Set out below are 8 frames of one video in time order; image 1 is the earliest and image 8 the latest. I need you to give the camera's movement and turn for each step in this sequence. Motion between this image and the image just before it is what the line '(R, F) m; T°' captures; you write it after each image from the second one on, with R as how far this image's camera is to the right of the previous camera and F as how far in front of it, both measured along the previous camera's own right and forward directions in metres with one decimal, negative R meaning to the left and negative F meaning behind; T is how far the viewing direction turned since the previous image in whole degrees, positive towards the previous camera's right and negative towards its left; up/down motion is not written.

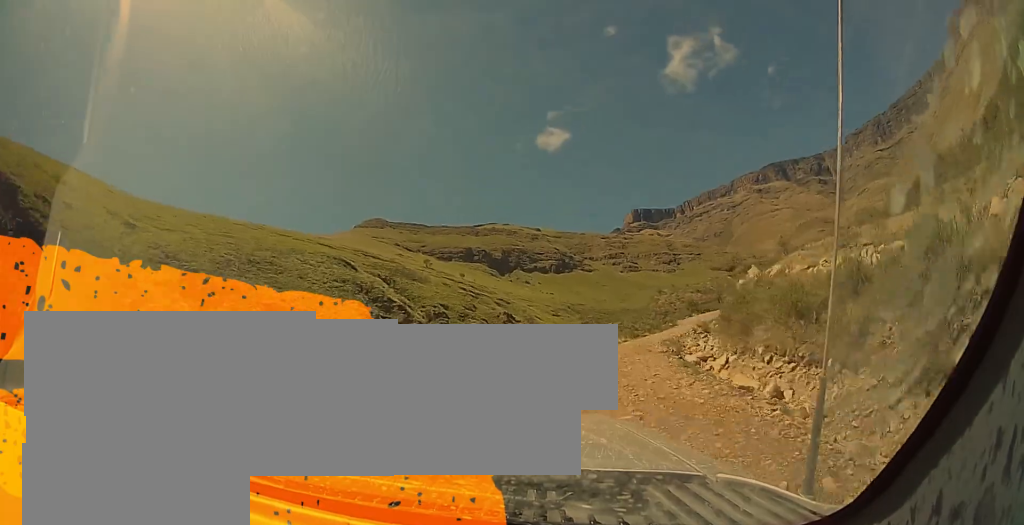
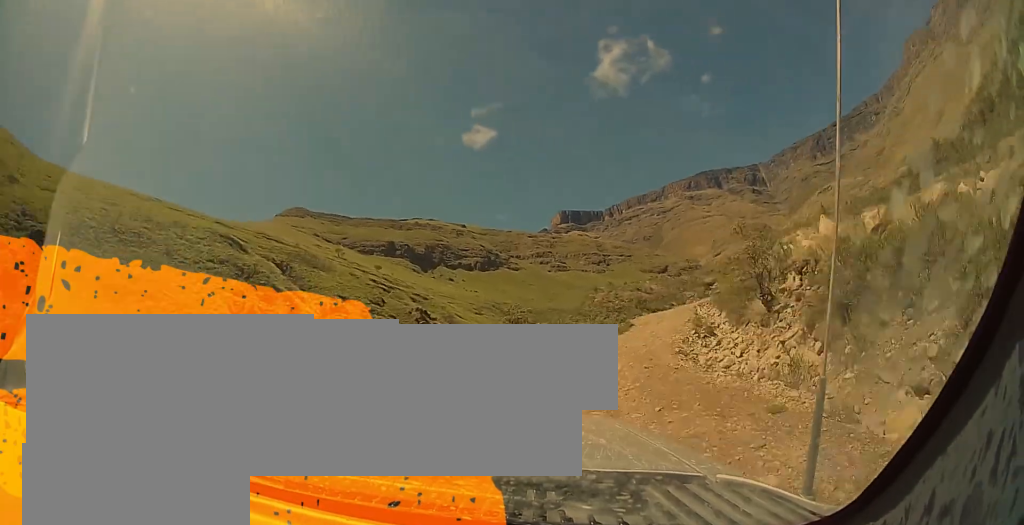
(+2.1, +13.3) m; +14°
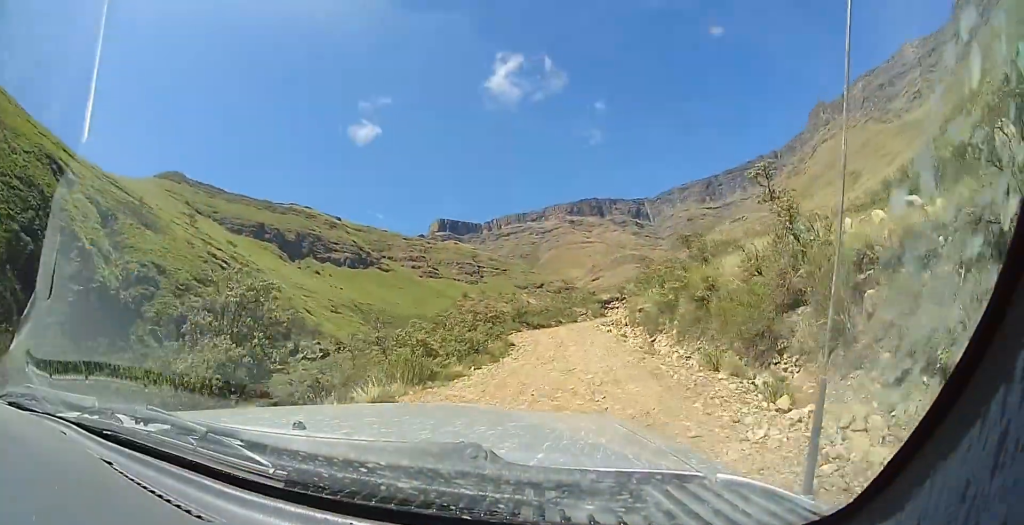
(+1.9, +14.0) m; +9°
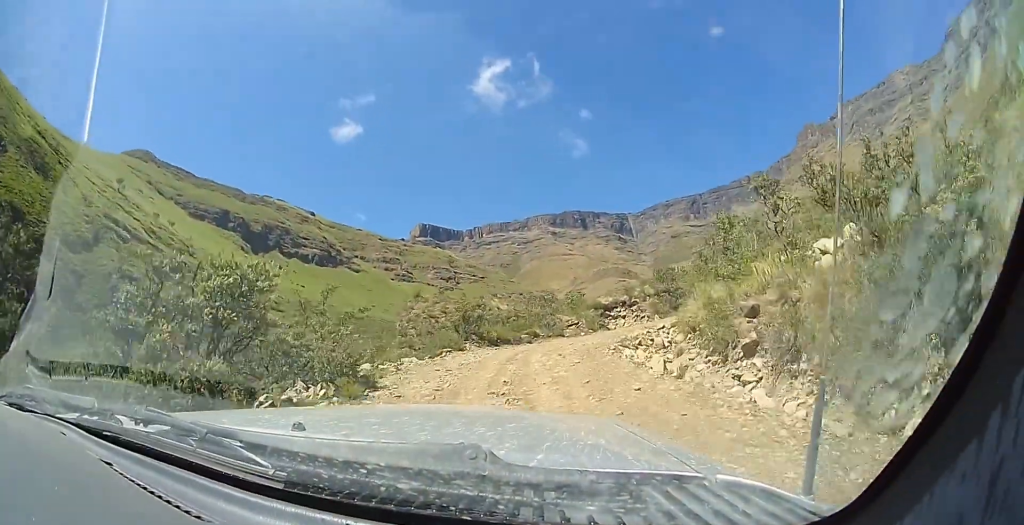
(+1.0, +19.5) m; +4°
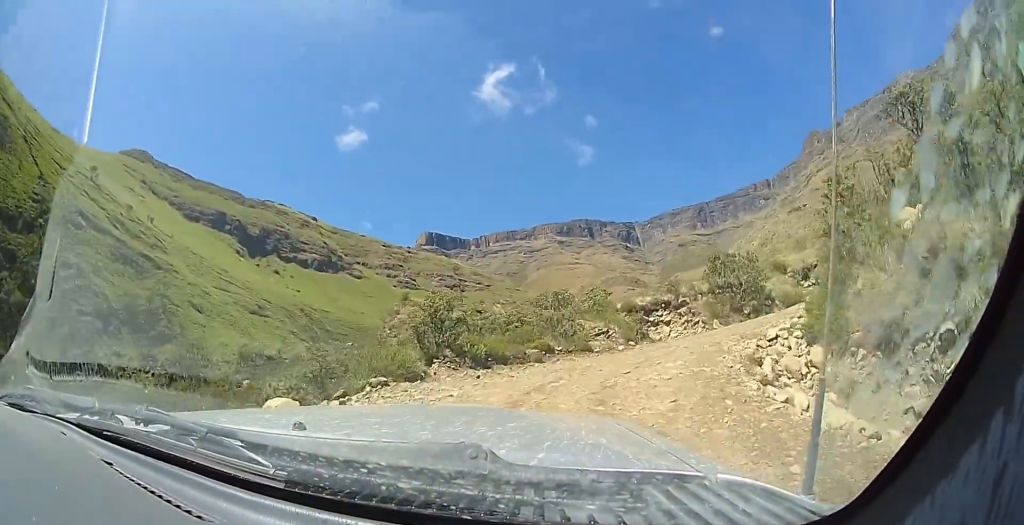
(+0.1, +10.6) m; +17°
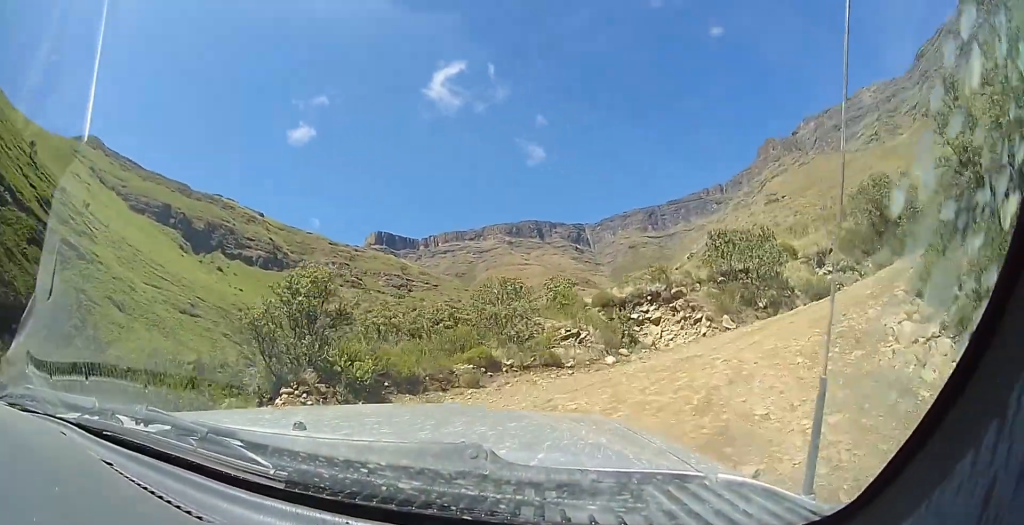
(-1.8, +7.5) m; +22°
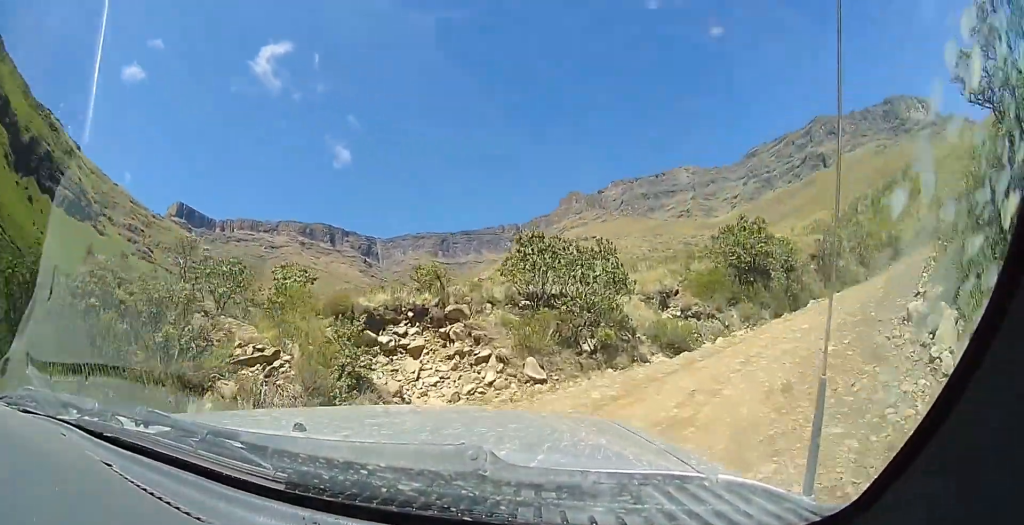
(+4.9, +6.1) m; +34°
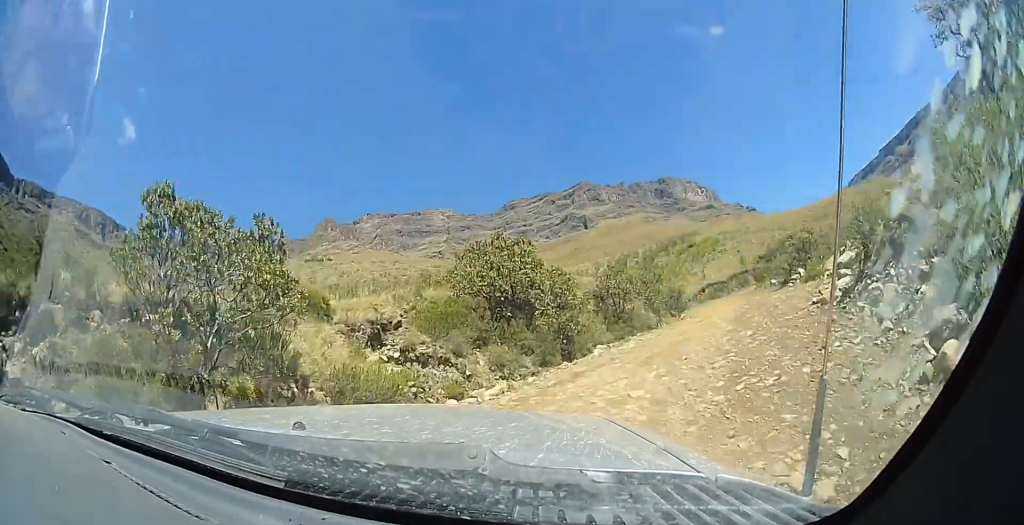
(+1.4, +6.0) m; +22°
